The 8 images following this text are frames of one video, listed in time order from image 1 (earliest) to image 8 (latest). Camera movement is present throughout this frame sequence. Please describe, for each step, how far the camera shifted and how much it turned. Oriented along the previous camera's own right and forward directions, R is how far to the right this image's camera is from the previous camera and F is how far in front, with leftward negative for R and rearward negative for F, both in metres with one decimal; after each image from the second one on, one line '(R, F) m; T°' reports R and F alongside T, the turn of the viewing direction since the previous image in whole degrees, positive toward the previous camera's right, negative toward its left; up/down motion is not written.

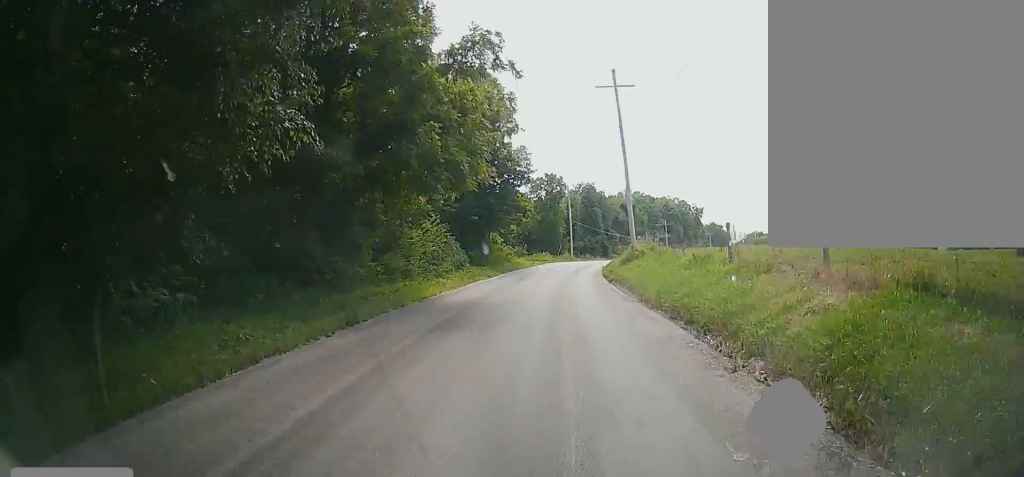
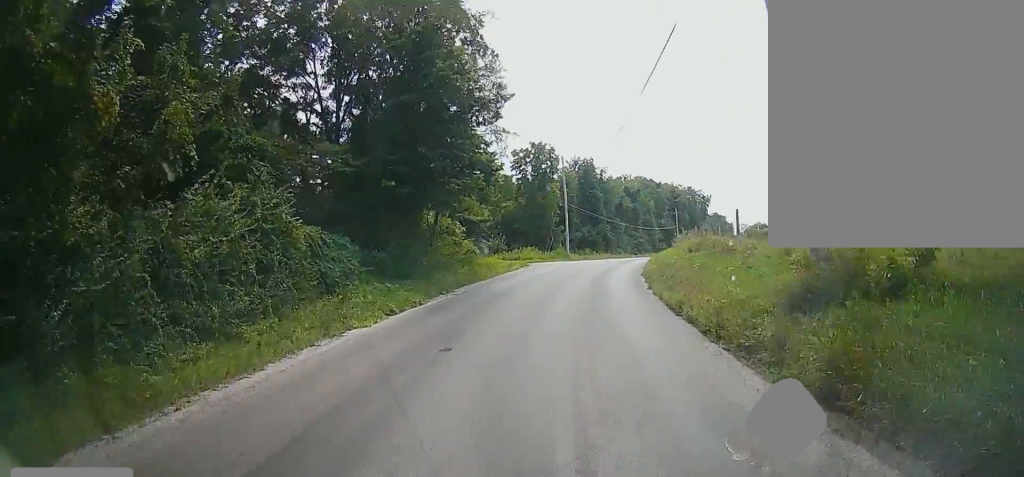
(+0.6, +25.5) m; +2°
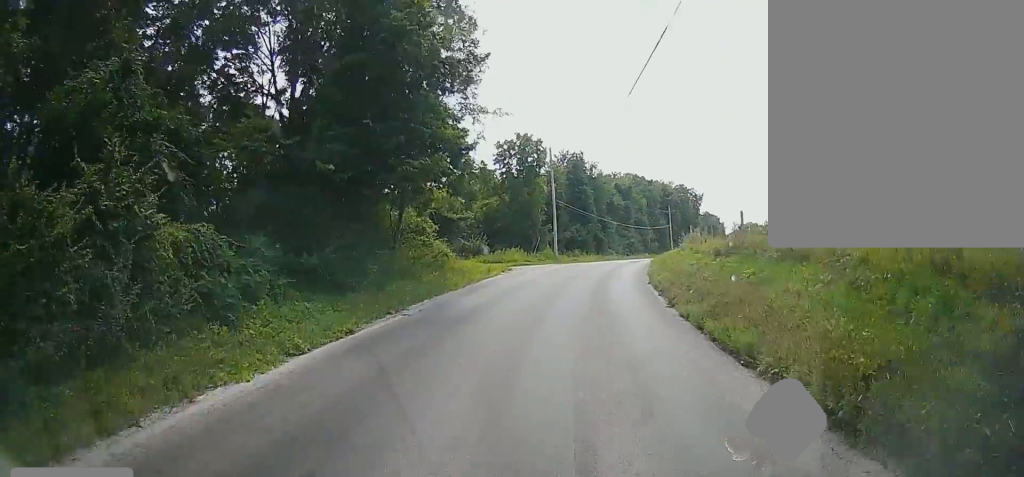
(0.0, +6.3) m; 0°
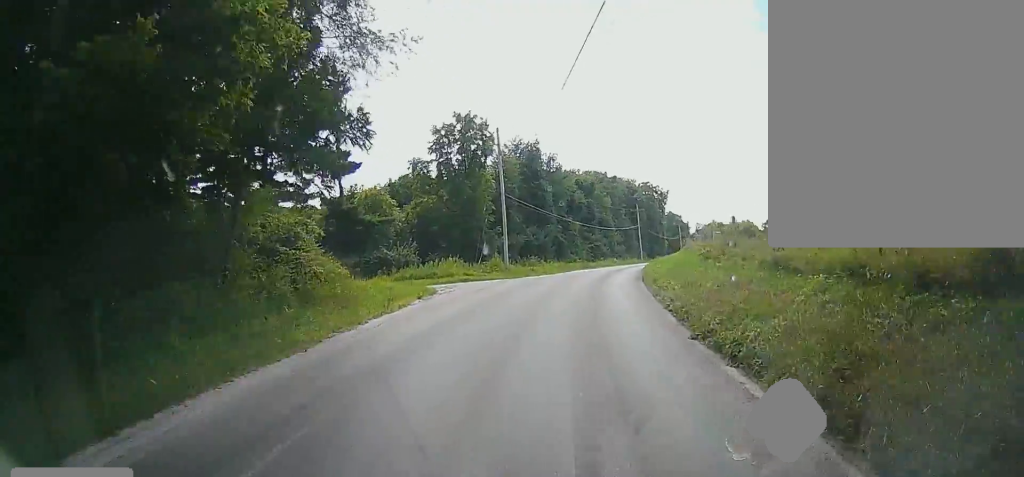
(0.0, +15.0) m; 0°
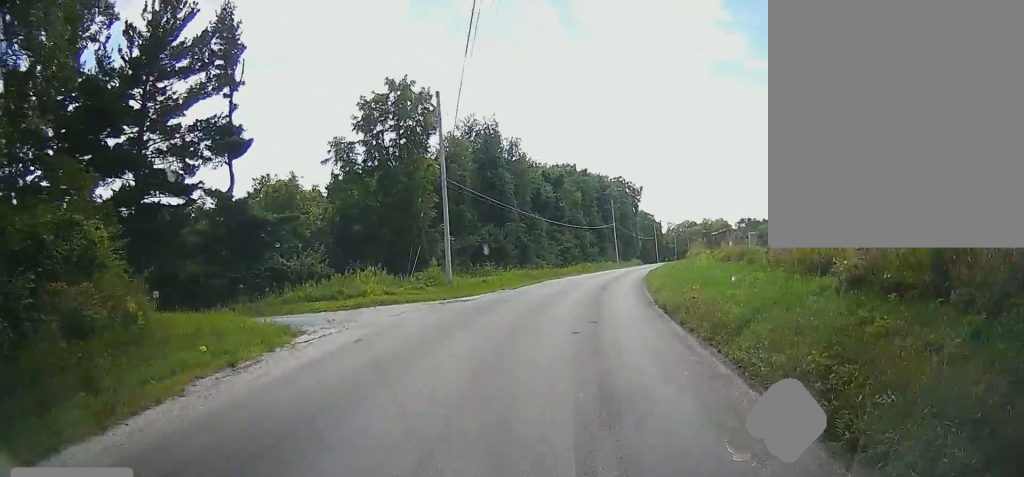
(0.0, +13.8) m; 0°
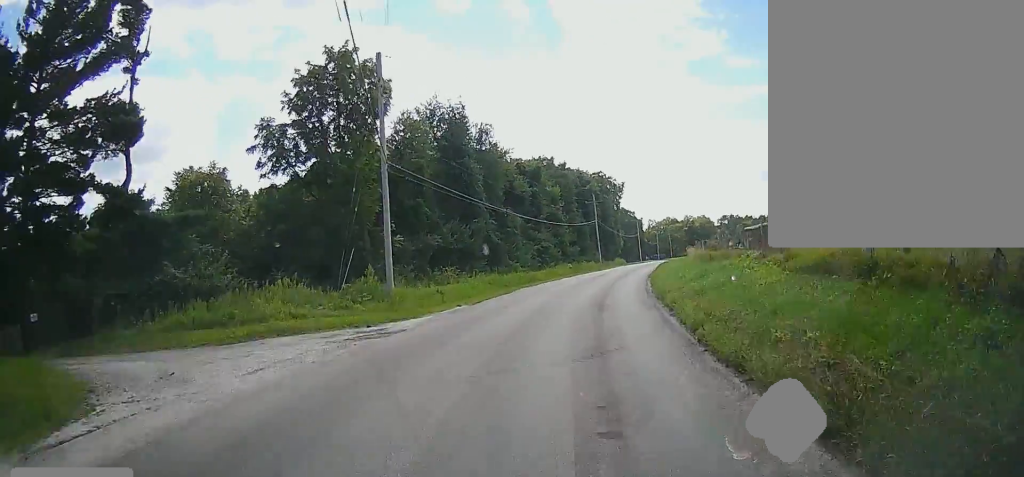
(0.0, +8.9) m; +1°
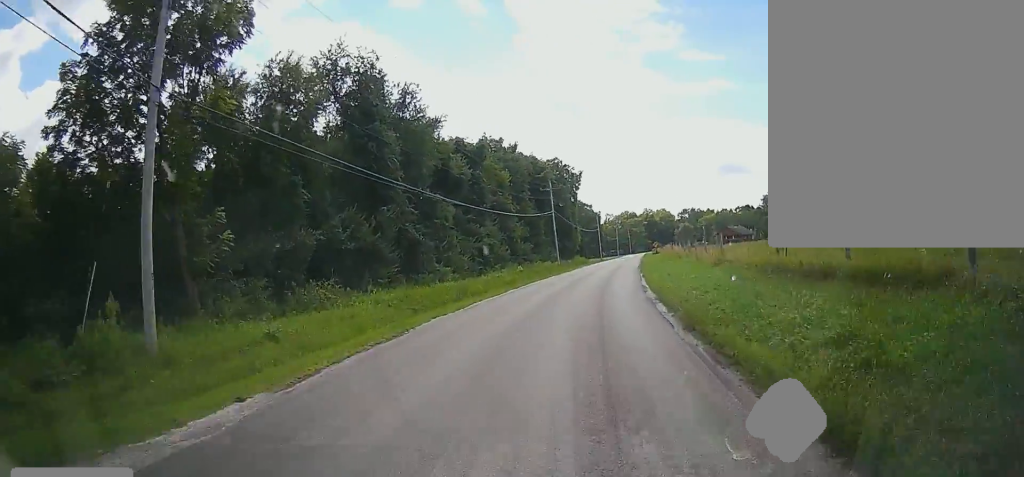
(+0.8, +15.0) m; +7°
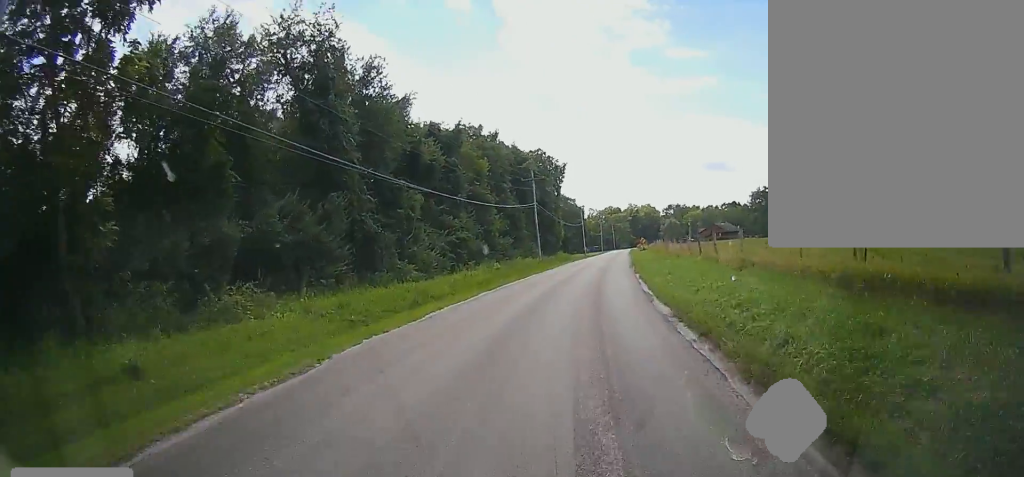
(+0.3, +5.5) m; +3°
